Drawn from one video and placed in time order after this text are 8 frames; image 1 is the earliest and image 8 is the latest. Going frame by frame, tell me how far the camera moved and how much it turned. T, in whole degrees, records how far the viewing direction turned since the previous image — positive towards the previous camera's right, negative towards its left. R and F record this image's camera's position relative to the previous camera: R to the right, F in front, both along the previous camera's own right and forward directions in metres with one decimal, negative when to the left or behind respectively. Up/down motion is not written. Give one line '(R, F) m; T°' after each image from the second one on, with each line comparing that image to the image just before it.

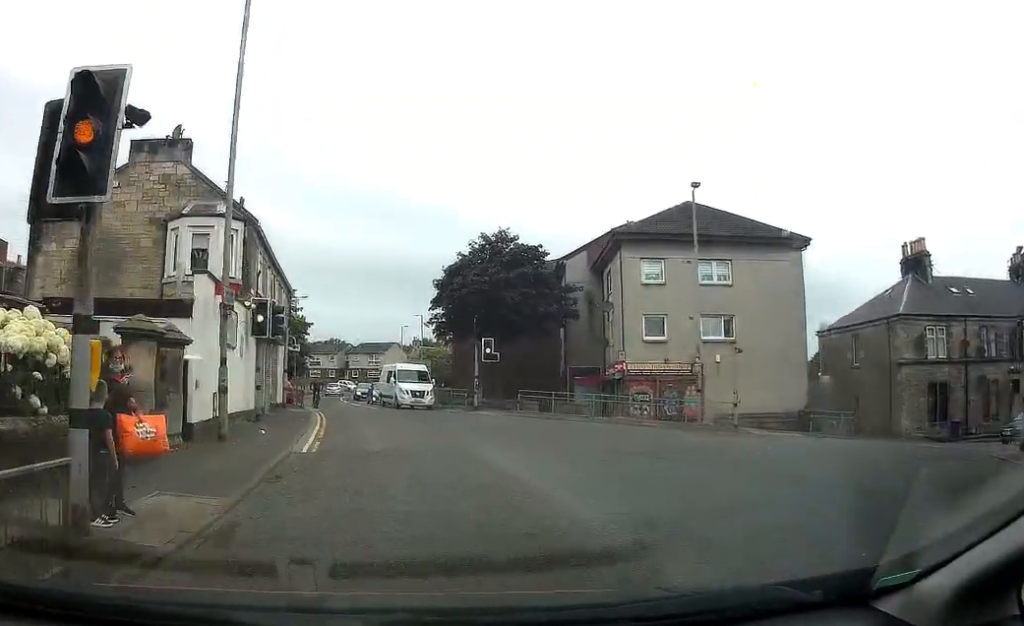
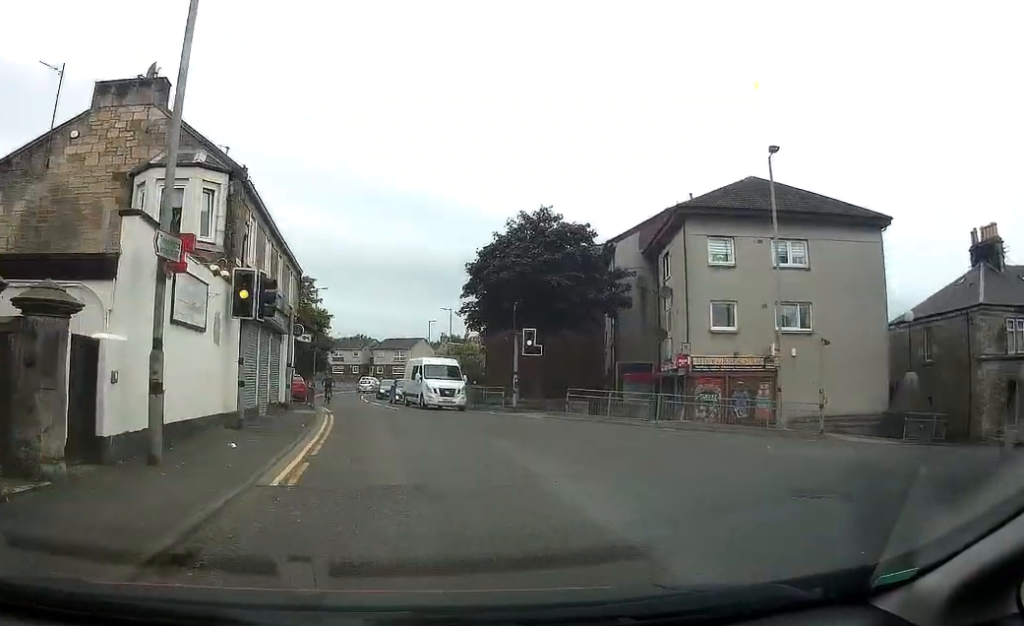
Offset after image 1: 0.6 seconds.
(-0.2, +5.0) m; -2°
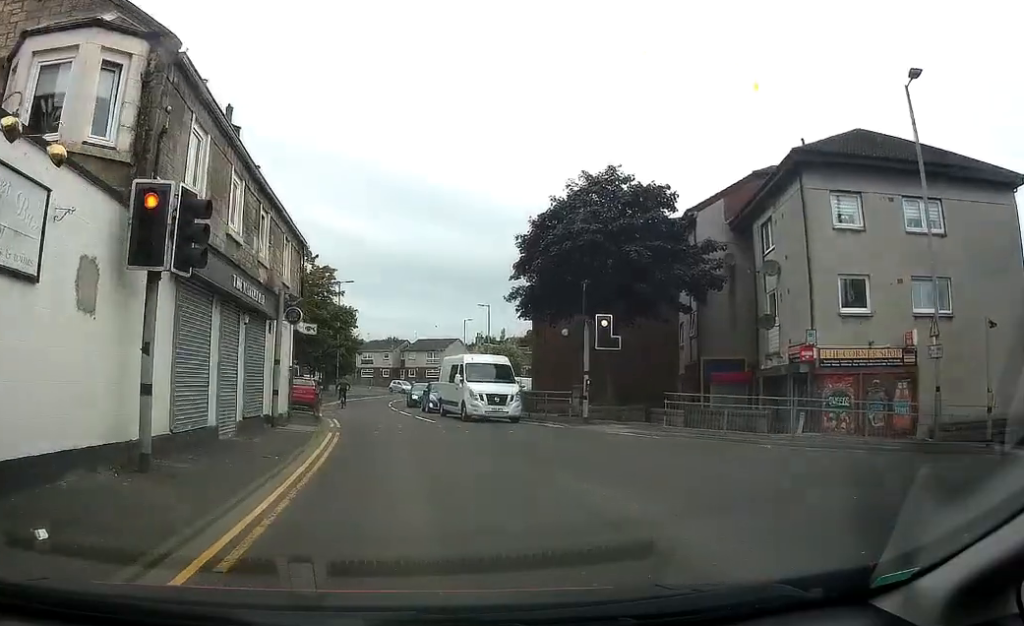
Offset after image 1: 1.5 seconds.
(-0.2, +7.9) m; -2°
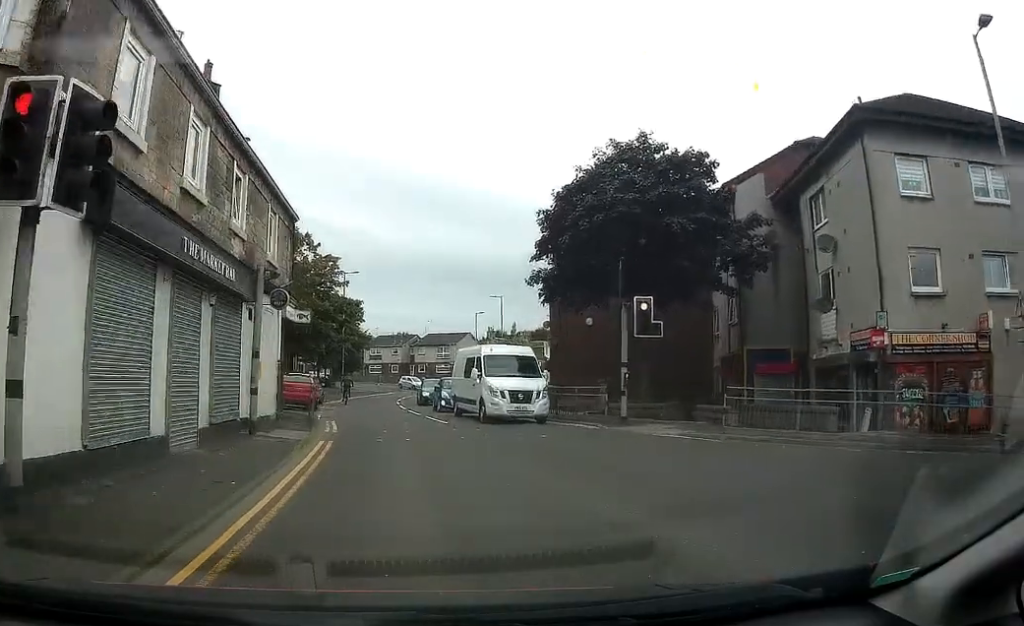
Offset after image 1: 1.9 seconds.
(0.0, +3.5) m; 0°
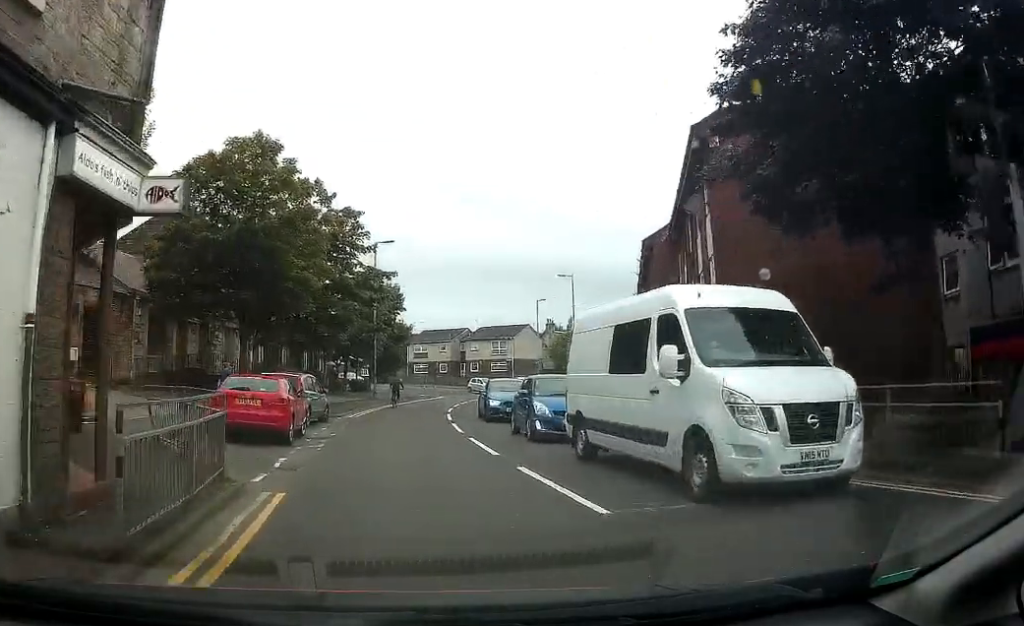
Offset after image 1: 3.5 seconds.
(-0.5, +14.2) m; -5°
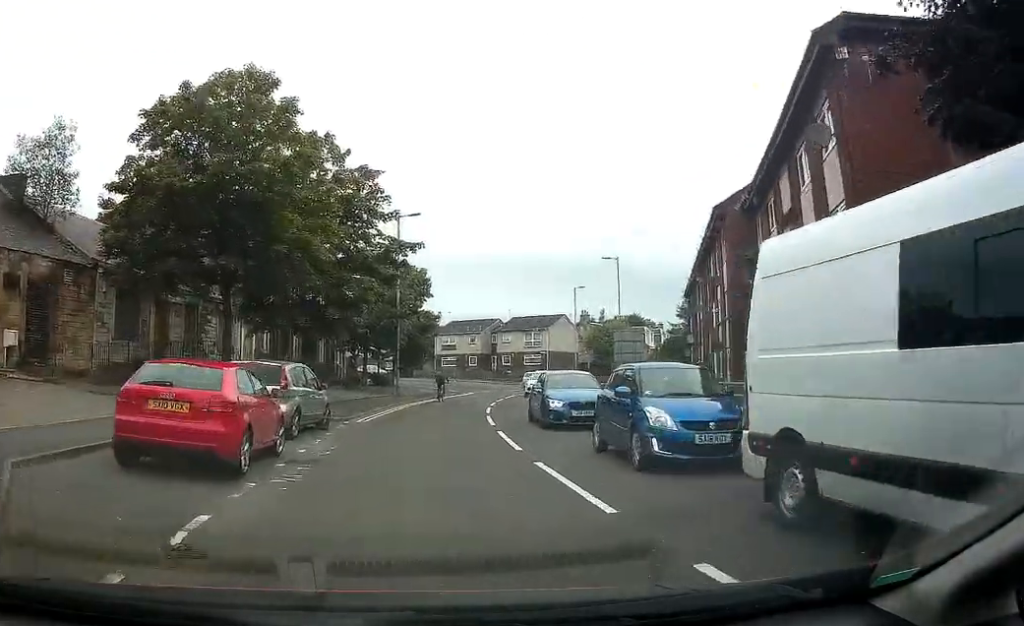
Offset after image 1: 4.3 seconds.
(-0.2, +6.1) m; -1°
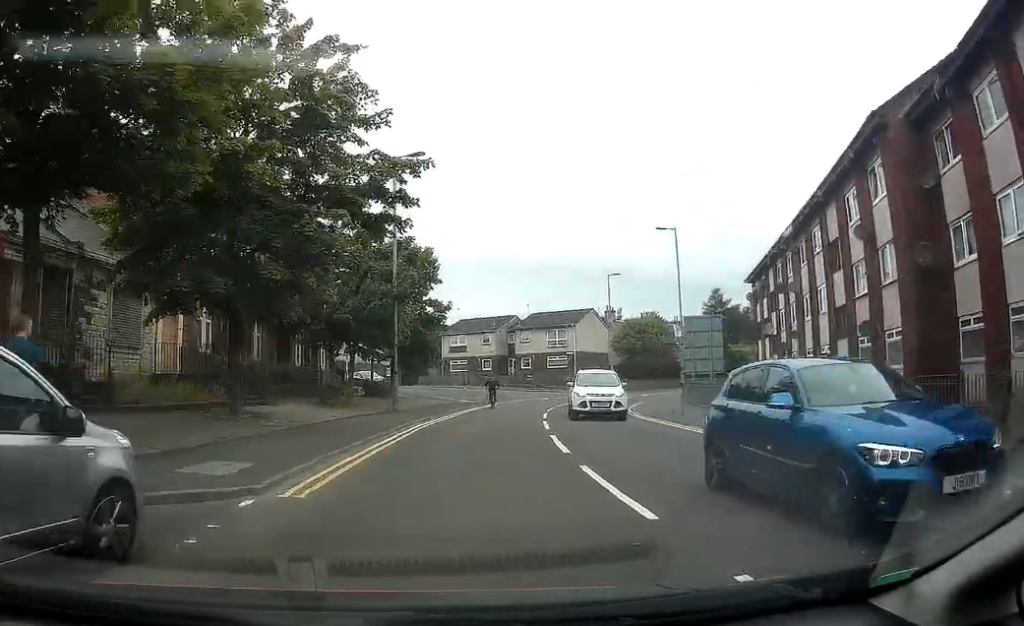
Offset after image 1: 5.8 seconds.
(+0.4, +12.1) m; +3°
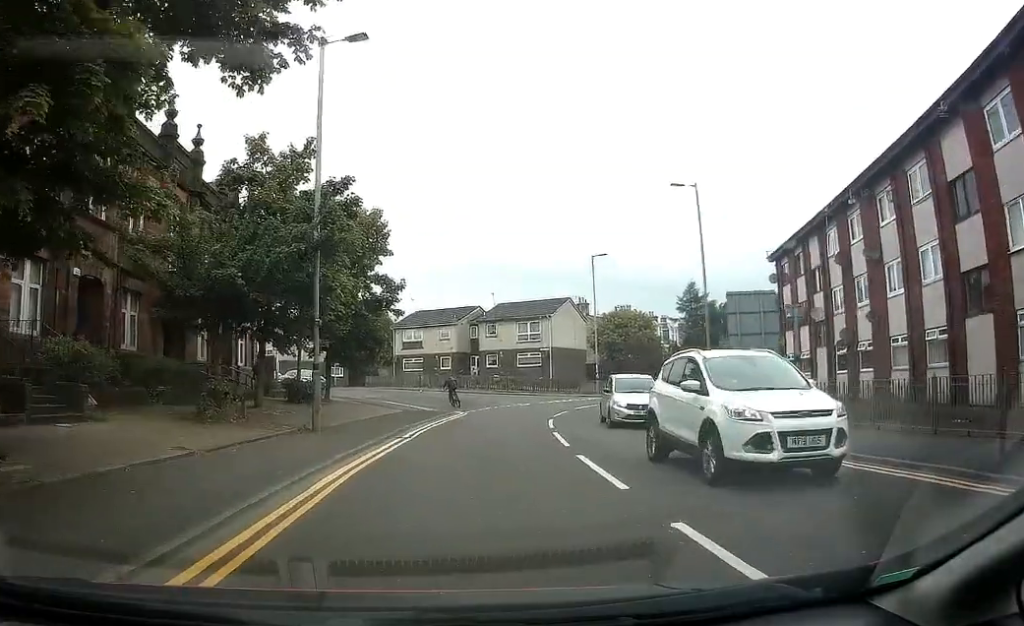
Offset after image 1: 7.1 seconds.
(-0.3, +10.7) m; +1°
